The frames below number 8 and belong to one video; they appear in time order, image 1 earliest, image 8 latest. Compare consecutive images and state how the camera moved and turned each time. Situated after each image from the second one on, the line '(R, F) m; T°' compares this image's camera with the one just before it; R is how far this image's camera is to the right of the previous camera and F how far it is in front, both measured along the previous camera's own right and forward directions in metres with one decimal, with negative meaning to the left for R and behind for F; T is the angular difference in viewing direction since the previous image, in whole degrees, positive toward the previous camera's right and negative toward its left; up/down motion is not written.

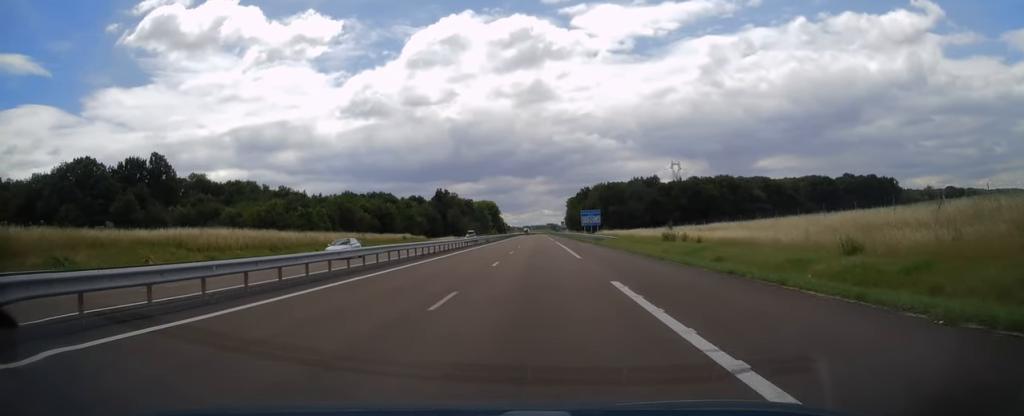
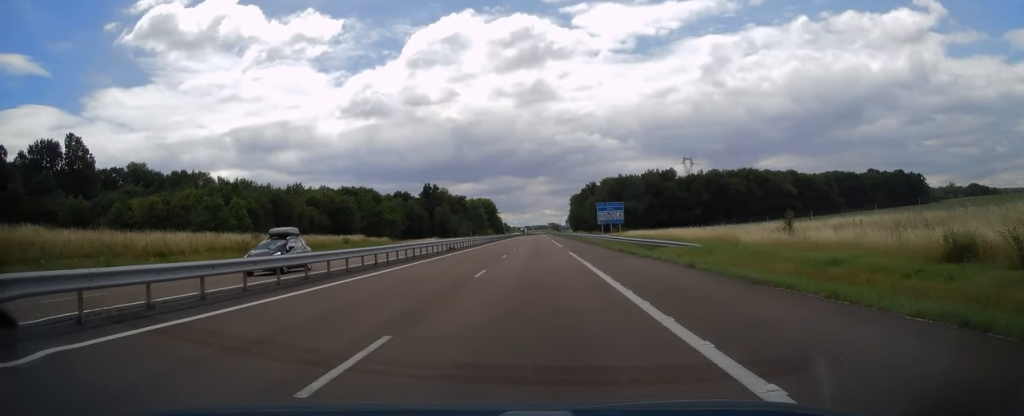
(-0.1, +32.1) m; 0°
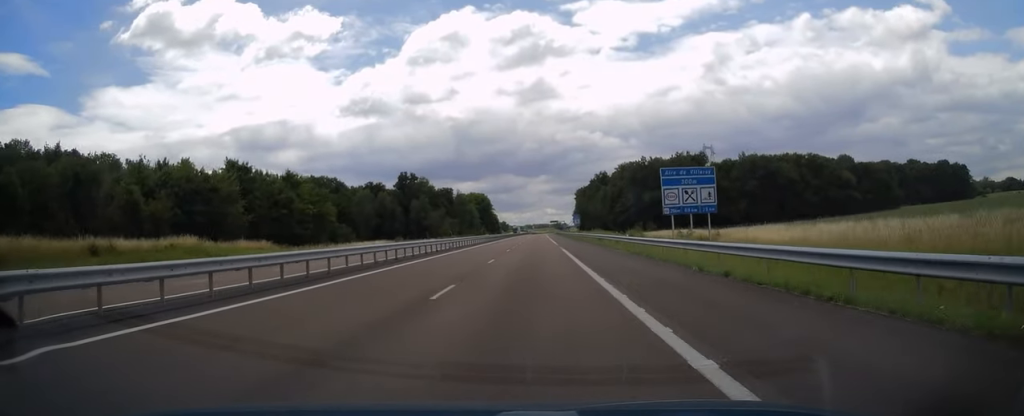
(0.0, +45.4) m; 0°
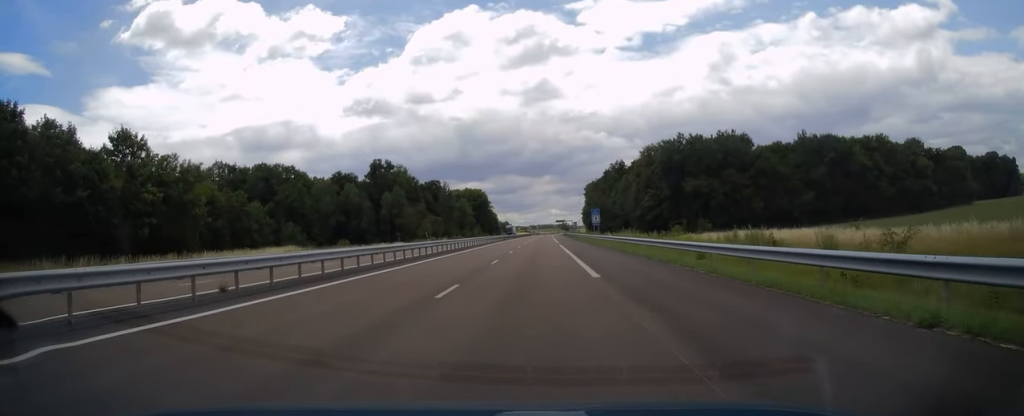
(-0.1, +38.9) m; 0°
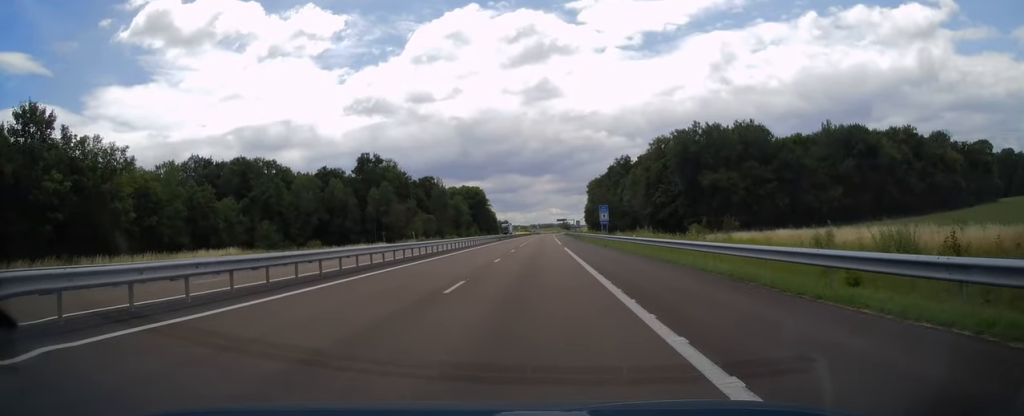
(0.0, +12.3) m; 0°
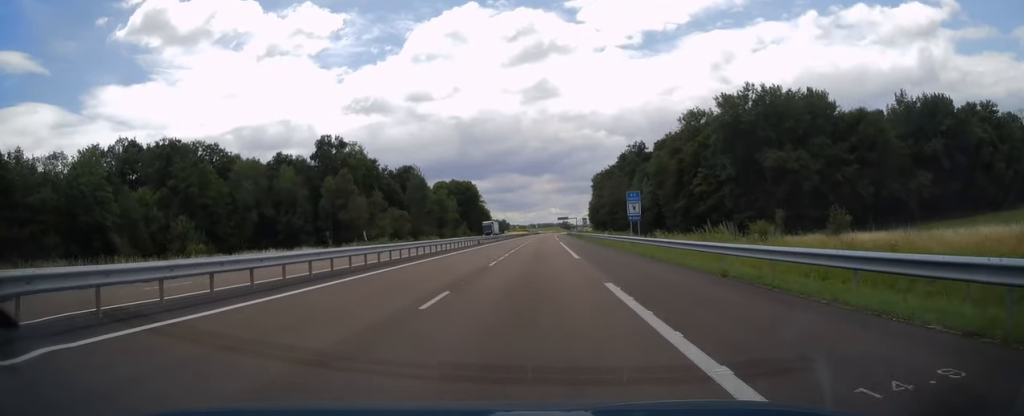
(-0.1, +29.0) m; 0°
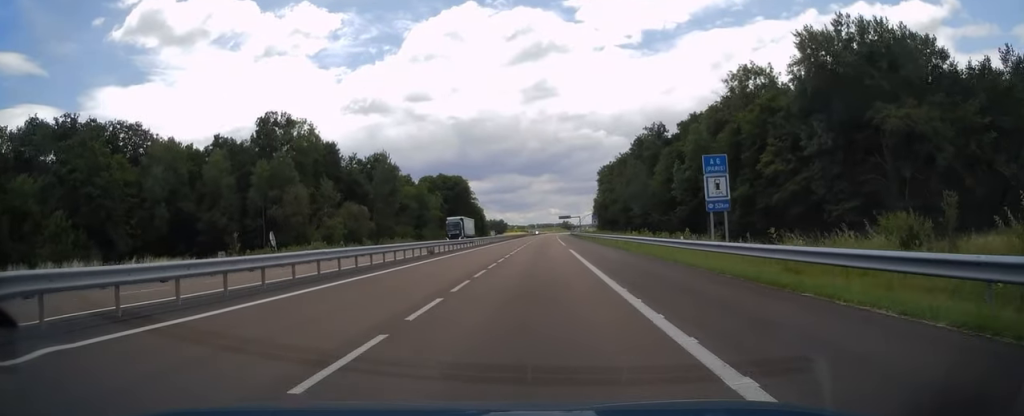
(+0.1, +27.6) m; 0°
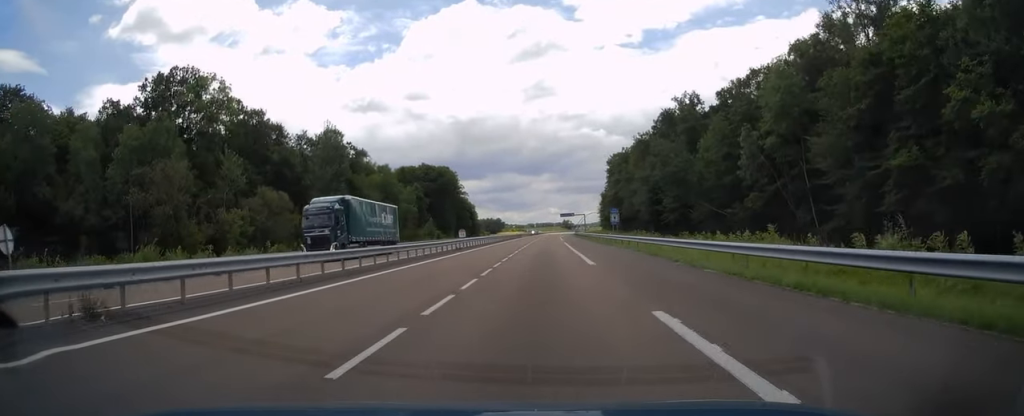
(-0.1, +30.0) m; 0°
